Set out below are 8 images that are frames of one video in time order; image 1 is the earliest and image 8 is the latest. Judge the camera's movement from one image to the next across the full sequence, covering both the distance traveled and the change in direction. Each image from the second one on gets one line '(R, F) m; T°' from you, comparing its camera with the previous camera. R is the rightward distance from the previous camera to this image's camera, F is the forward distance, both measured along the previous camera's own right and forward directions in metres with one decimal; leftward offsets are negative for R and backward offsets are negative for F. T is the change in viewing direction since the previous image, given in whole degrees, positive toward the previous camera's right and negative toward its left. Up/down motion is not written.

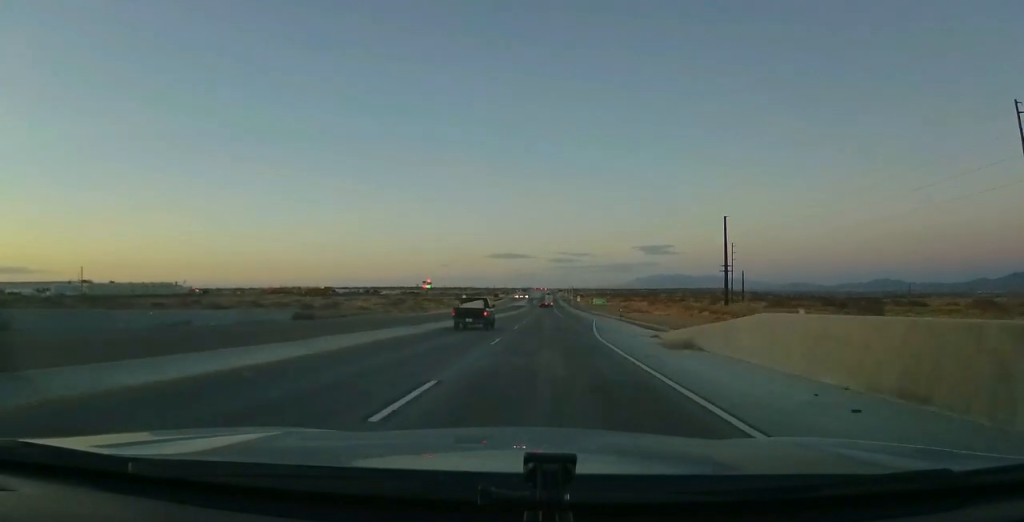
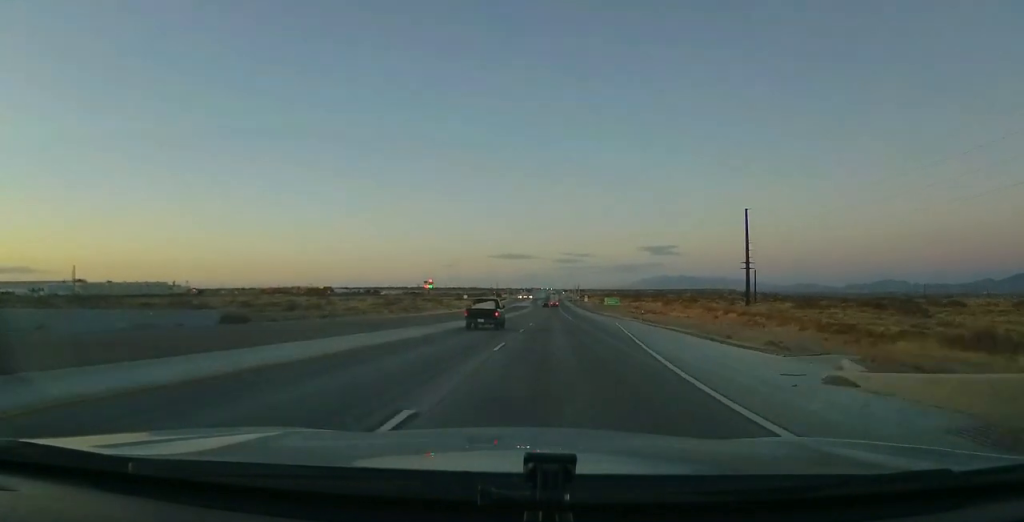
(-0.1, +14.9) m; 0°
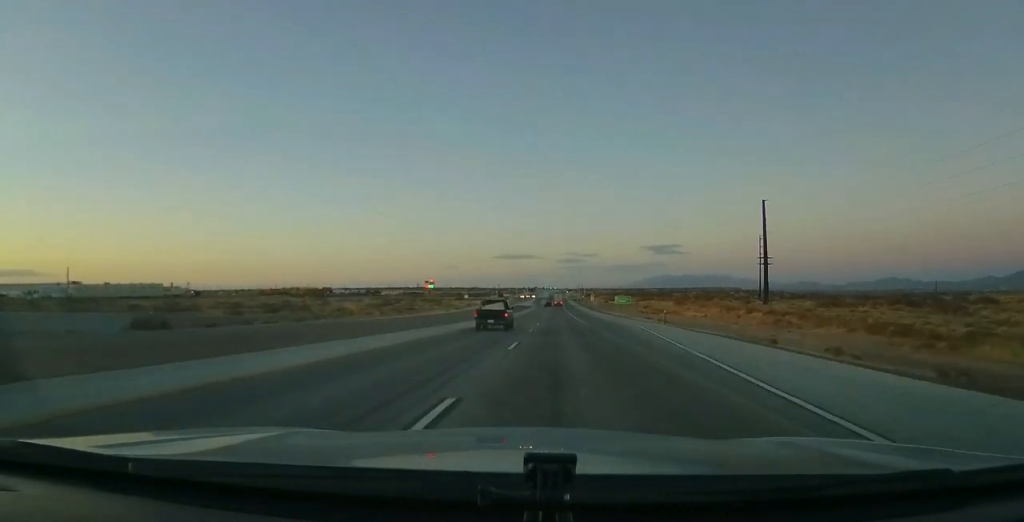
(0.0, +11.2) m; 0°
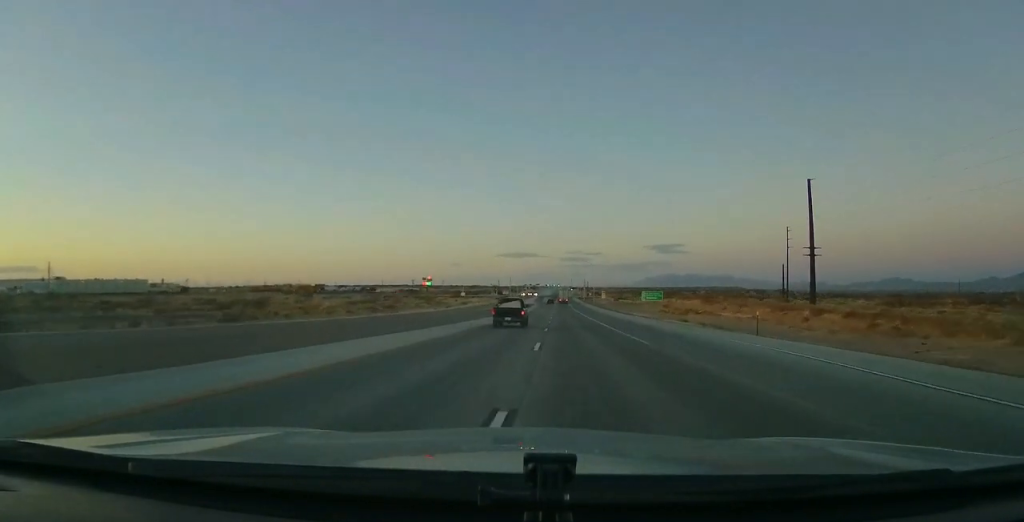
(0.0, +25.5) m; -1°
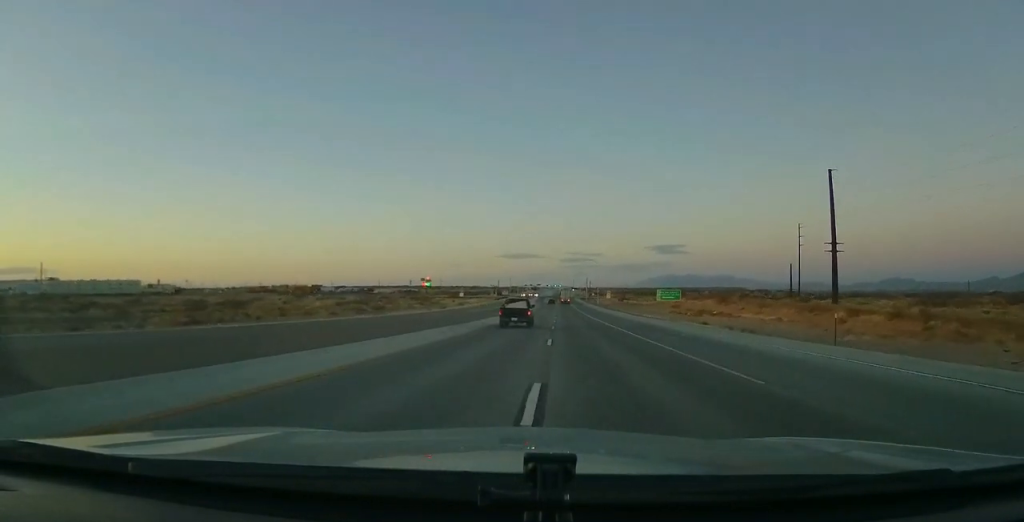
(-0.1, +9.8) m; 0°
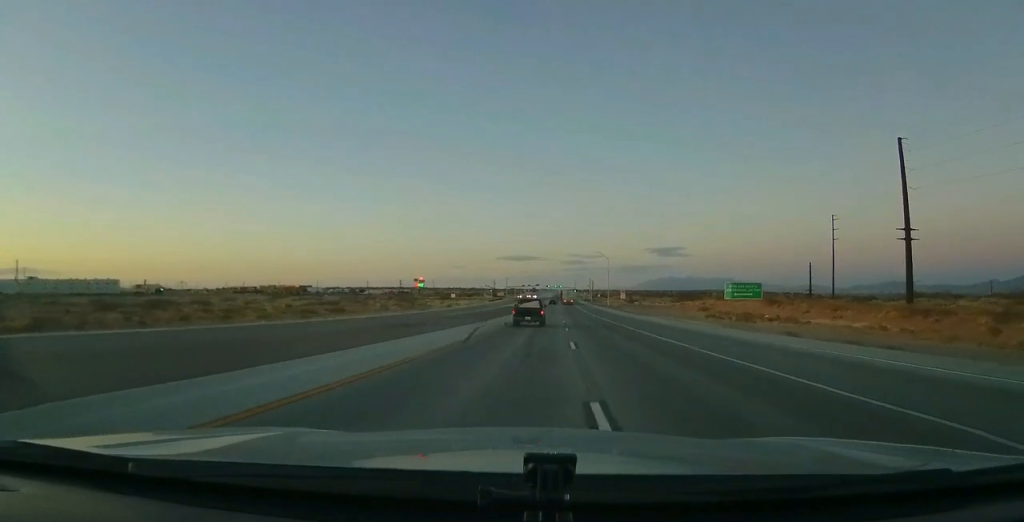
(-0.1, +26.3) m; +1°
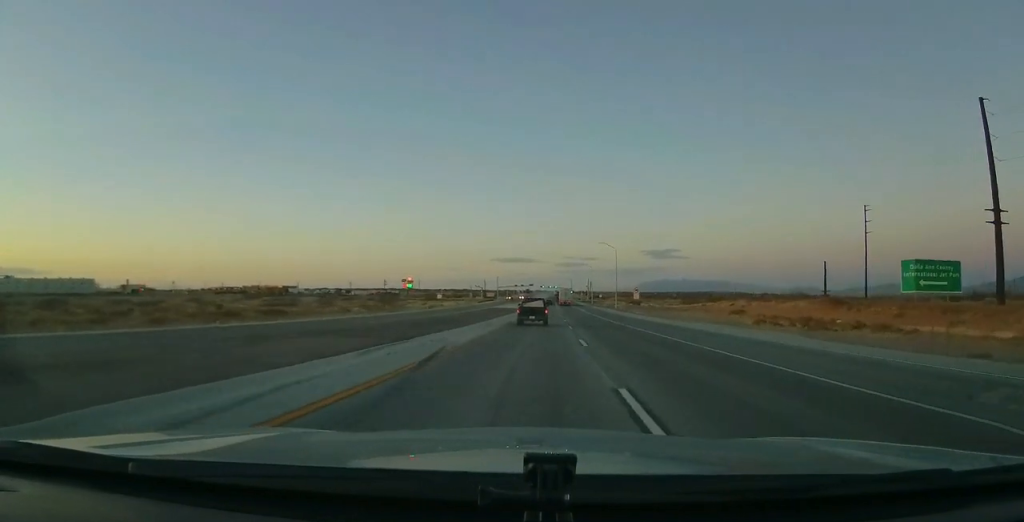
(+0.2, +23.3) m; +1°
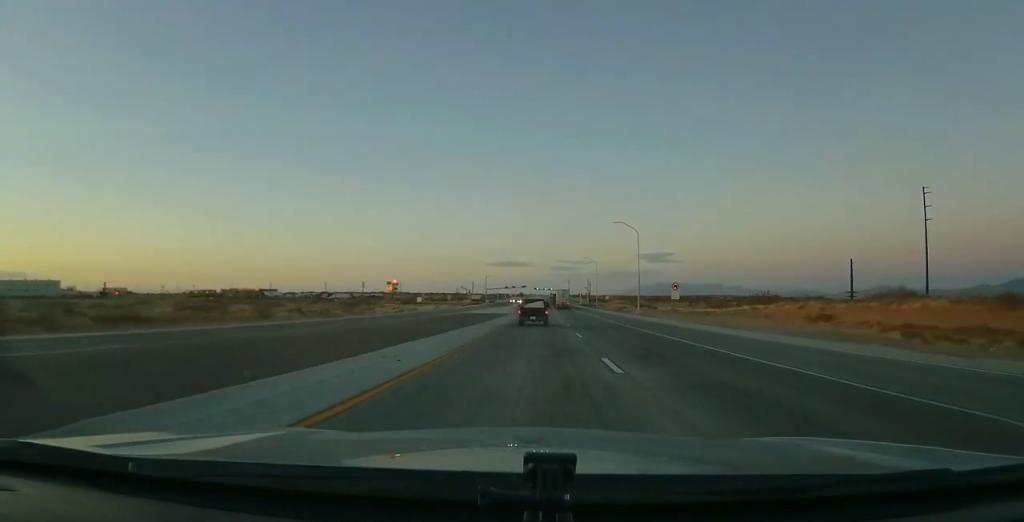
(0.0, +31.2) m; 0°
